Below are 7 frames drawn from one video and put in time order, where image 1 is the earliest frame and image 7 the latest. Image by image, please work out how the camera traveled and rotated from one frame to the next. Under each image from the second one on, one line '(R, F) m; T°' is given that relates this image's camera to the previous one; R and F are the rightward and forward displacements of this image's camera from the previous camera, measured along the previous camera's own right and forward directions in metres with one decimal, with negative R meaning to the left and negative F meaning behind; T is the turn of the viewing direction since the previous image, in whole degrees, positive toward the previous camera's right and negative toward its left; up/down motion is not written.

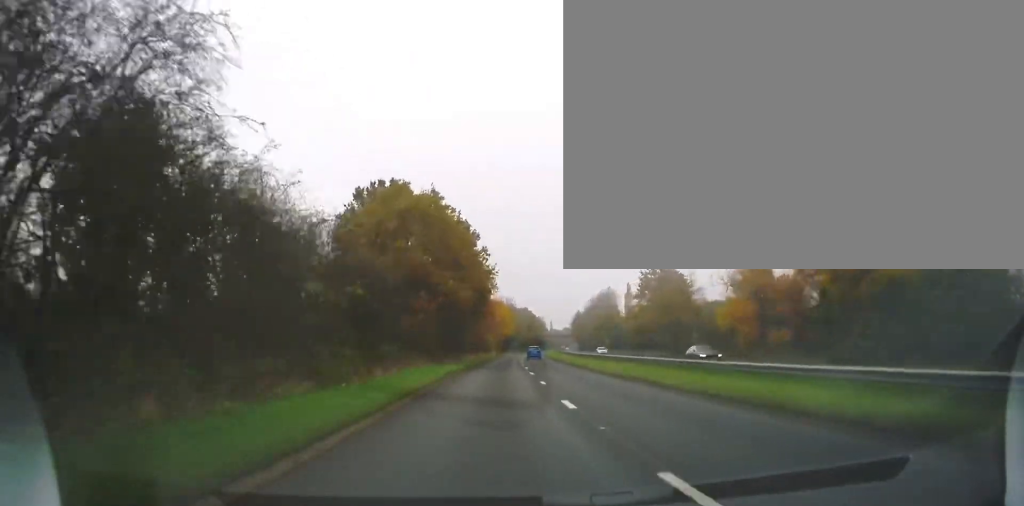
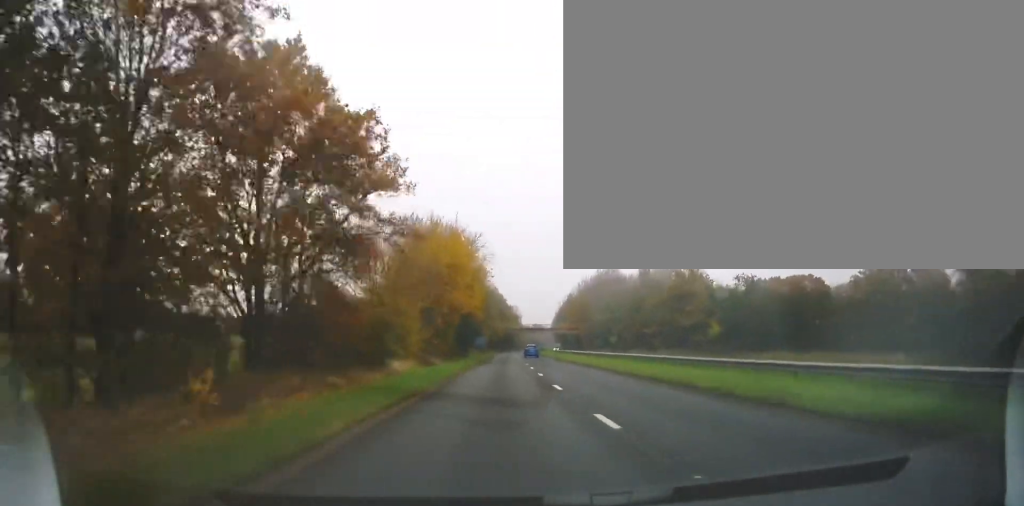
(+2.8, +83.3) m; +4°
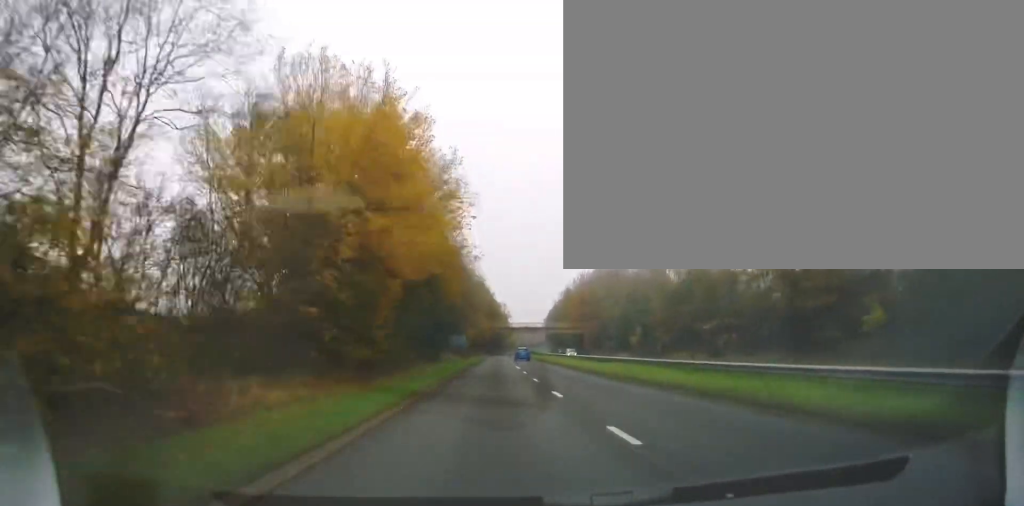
(+0.3, +27.7) m; +1°
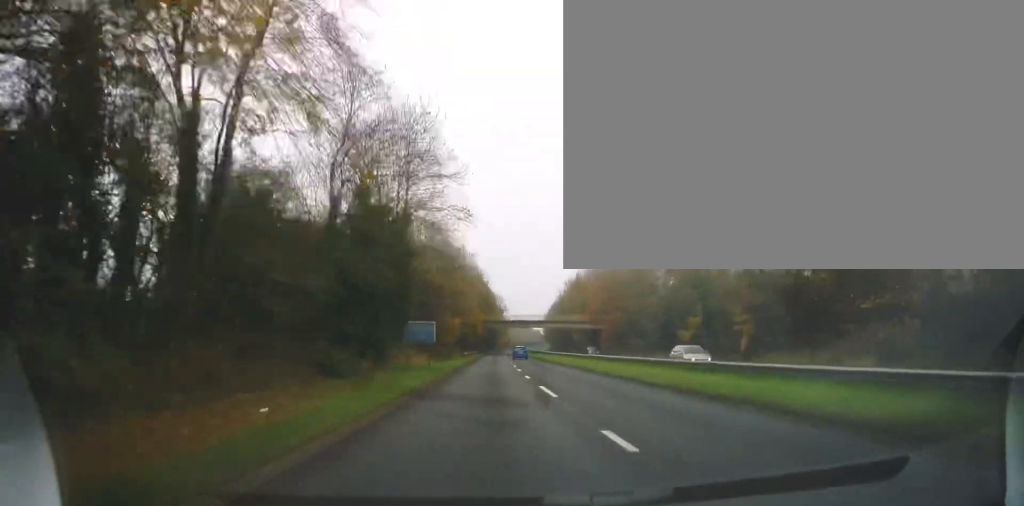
(+0.3, +27.0) m; +1°
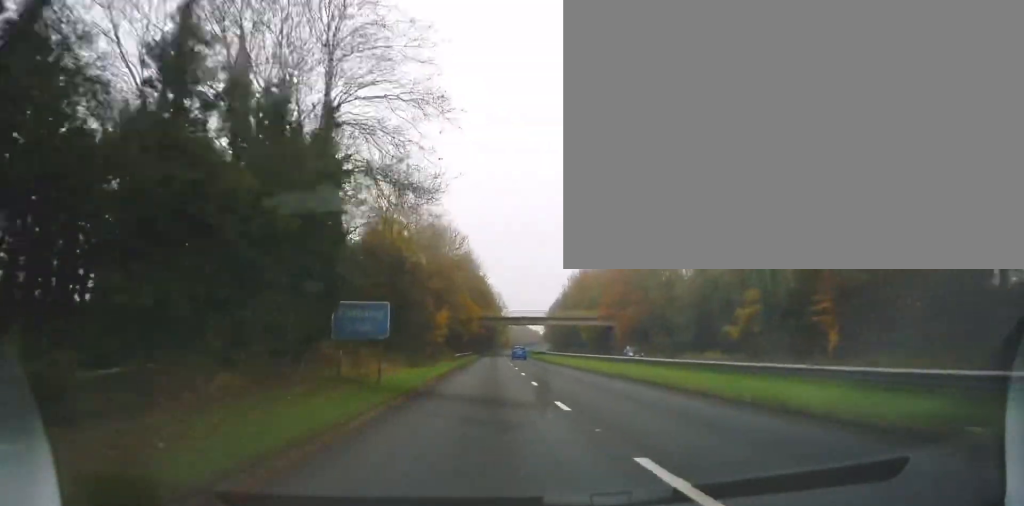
(+0.2, +14.0) m; 0°
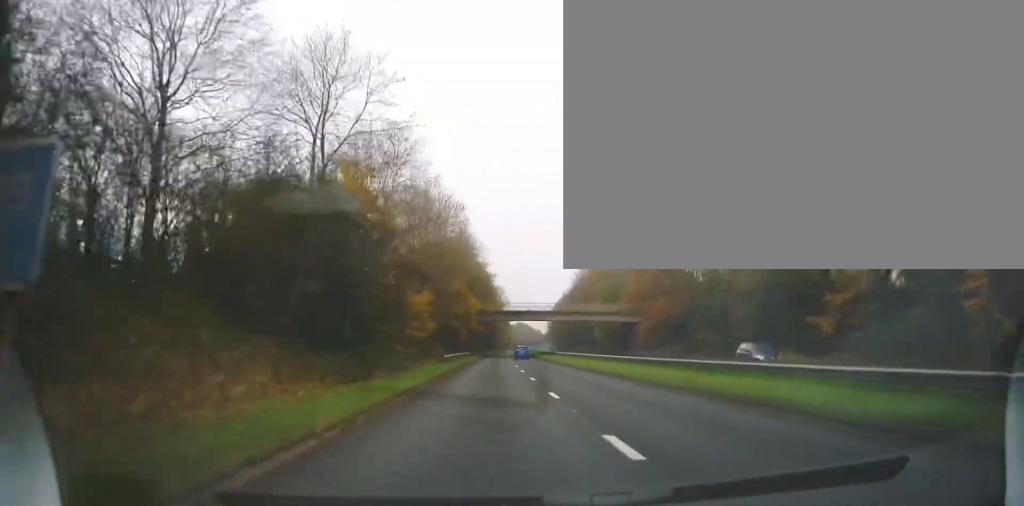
(+0.1, +14.8) m; 0°
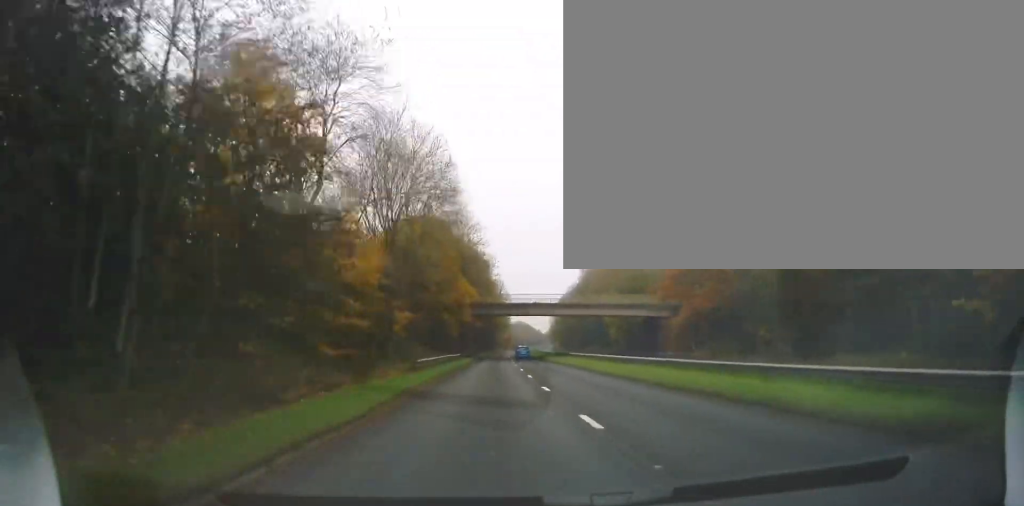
(-0.2, +15.7) m; 0°
